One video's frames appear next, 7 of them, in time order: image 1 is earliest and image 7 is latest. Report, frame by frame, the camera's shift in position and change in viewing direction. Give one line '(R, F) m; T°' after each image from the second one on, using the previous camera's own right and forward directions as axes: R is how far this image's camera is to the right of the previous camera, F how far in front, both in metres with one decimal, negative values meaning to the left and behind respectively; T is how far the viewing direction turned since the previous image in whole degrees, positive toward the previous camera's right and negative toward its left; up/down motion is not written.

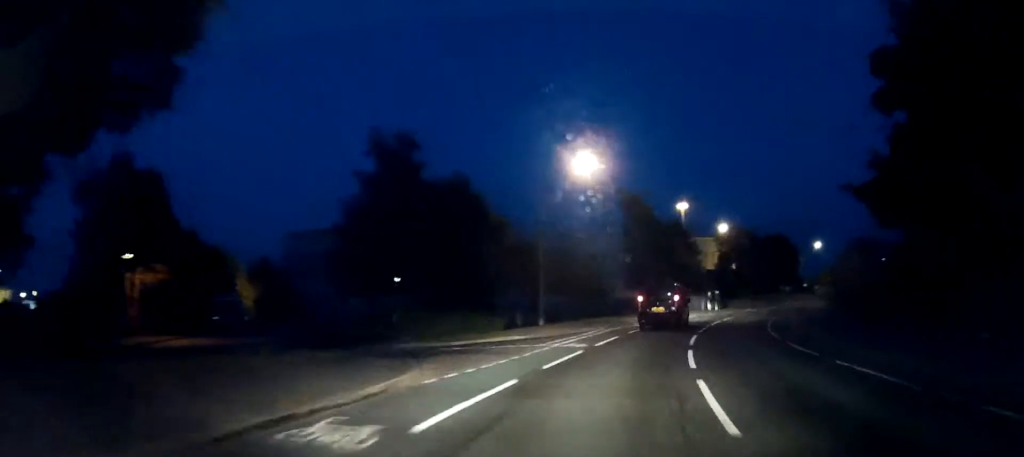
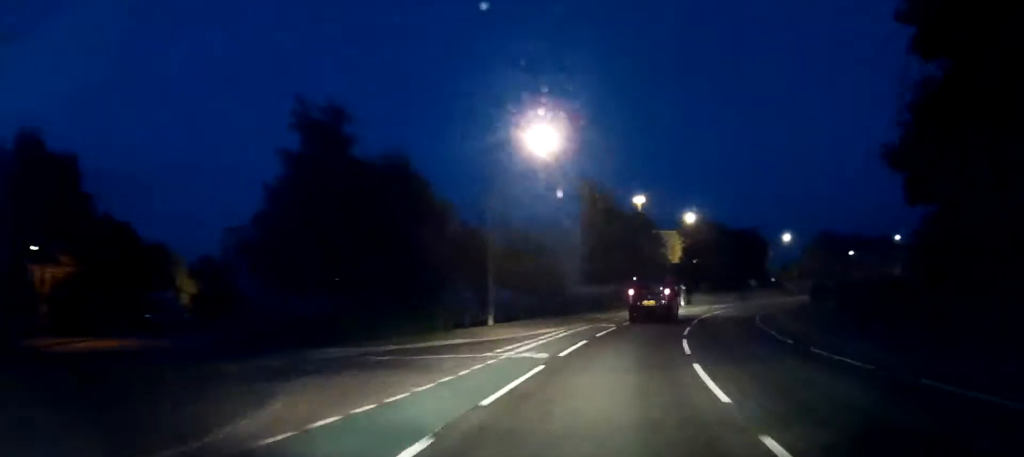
(-0.2, +4.8) m; +2°
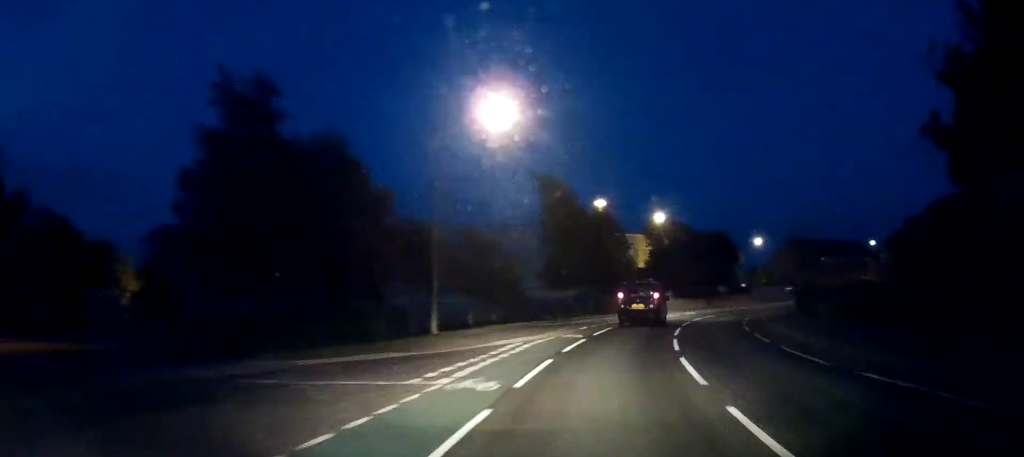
(+0.3, +4.3) m; +4°
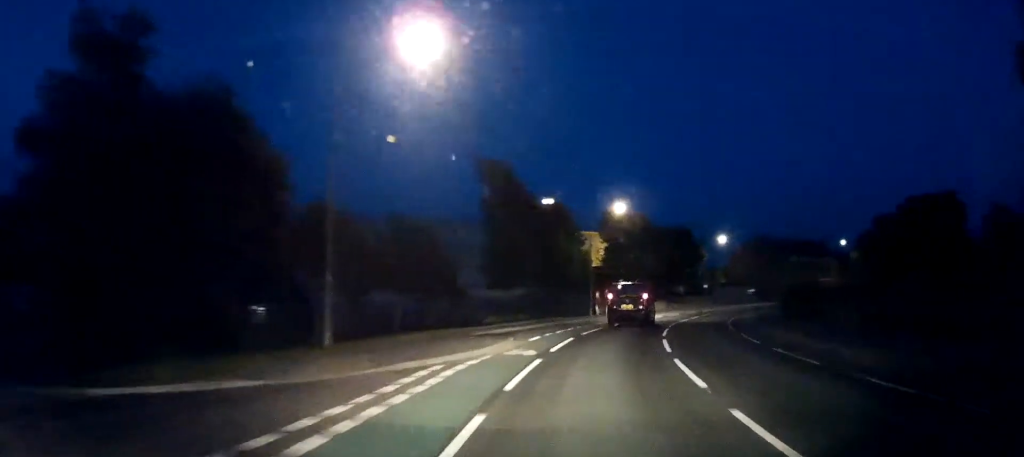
(+0.1, +6.5) m; +6°
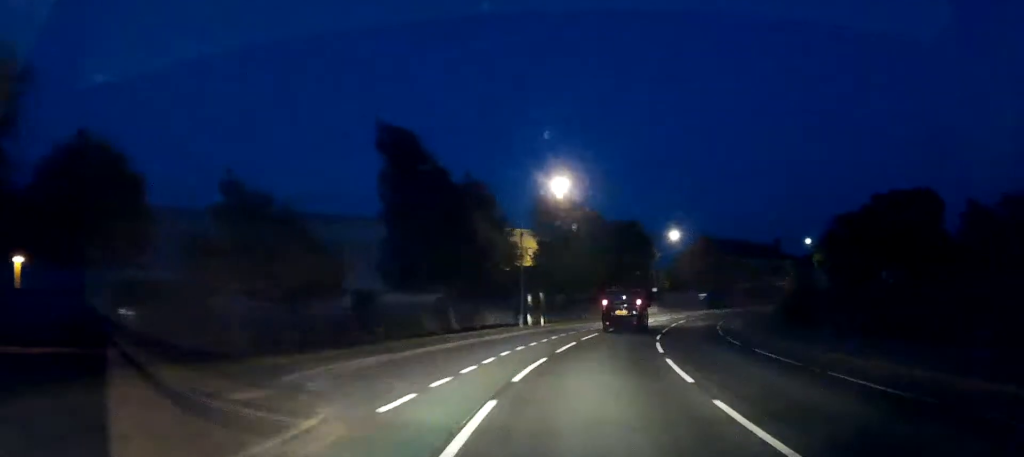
(+1.1, +11.2) m; +13°
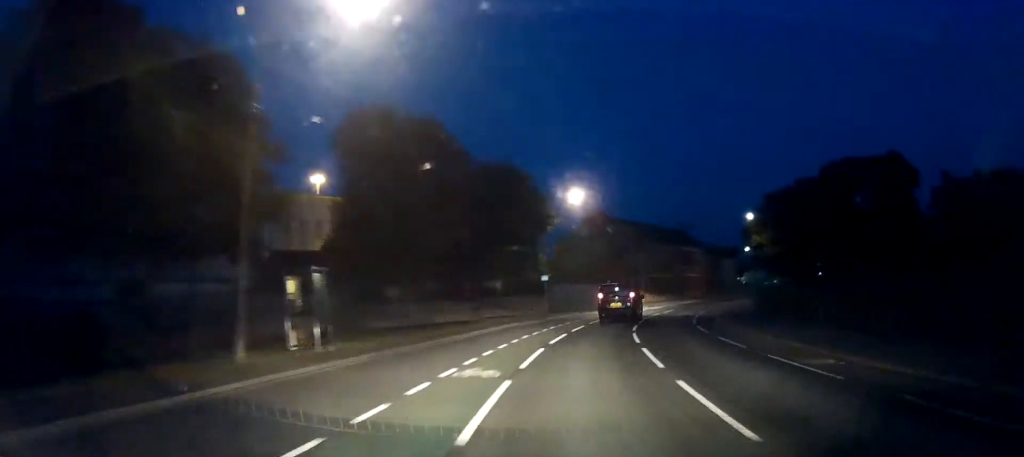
(+4.0, +22.0) m; +17°
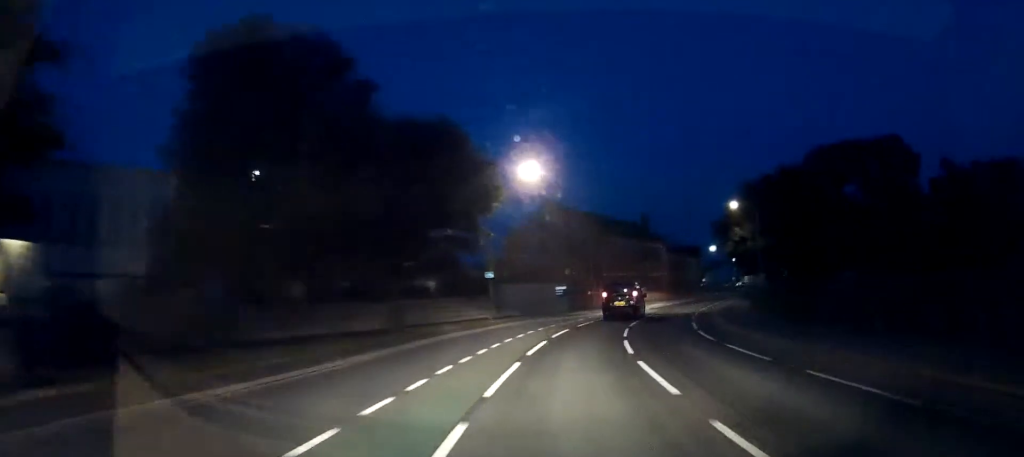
(+0.6, +9.3) m; +4°
